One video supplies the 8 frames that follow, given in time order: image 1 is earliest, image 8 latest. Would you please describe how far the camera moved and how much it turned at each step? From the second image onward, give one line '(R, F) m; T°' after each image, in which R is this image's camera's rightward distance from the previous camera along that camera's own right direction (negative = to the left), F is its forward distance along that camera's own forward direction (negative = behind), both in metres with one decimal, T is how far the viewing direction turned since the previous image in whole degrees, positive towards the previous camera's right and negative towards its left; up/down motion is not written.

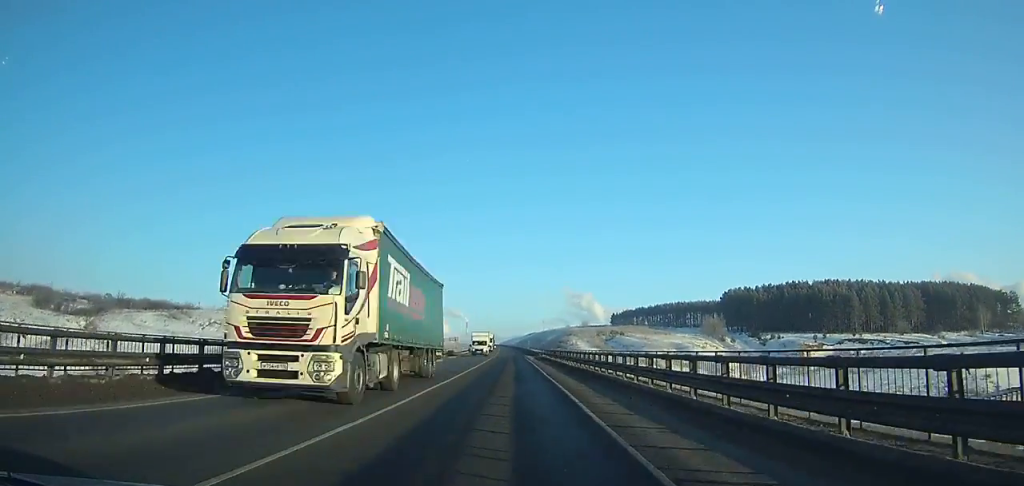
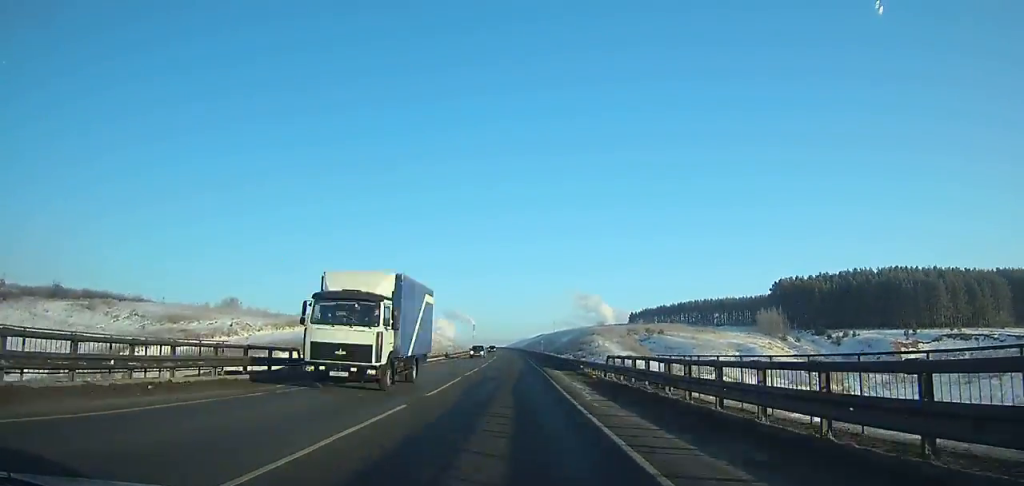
(-0.1, +48.9) m; -1°
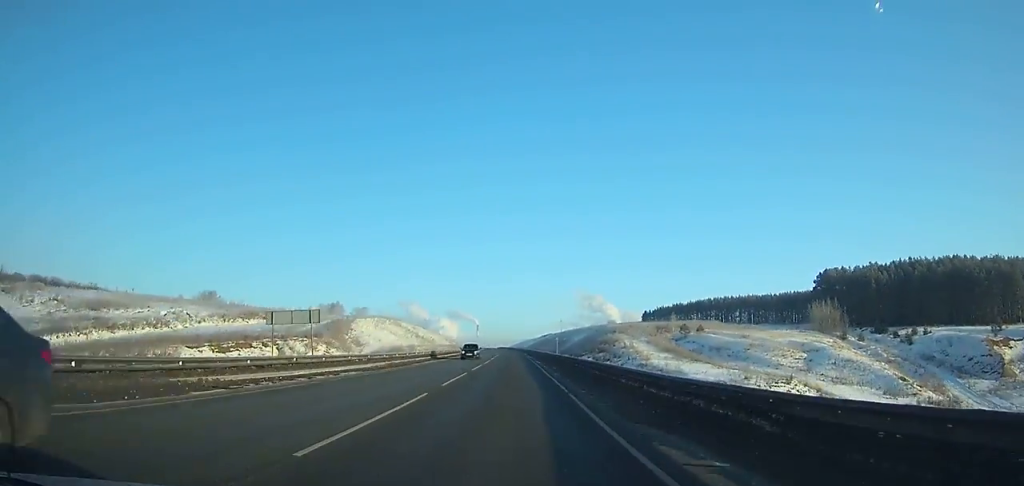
(-0.2, +34.3) m; 0°
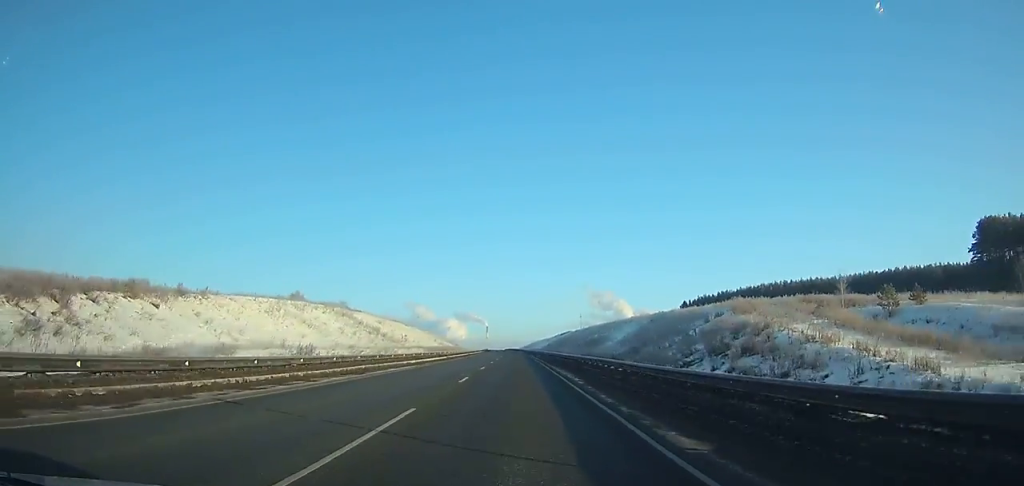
(-0.5, +75.4) m; -1°
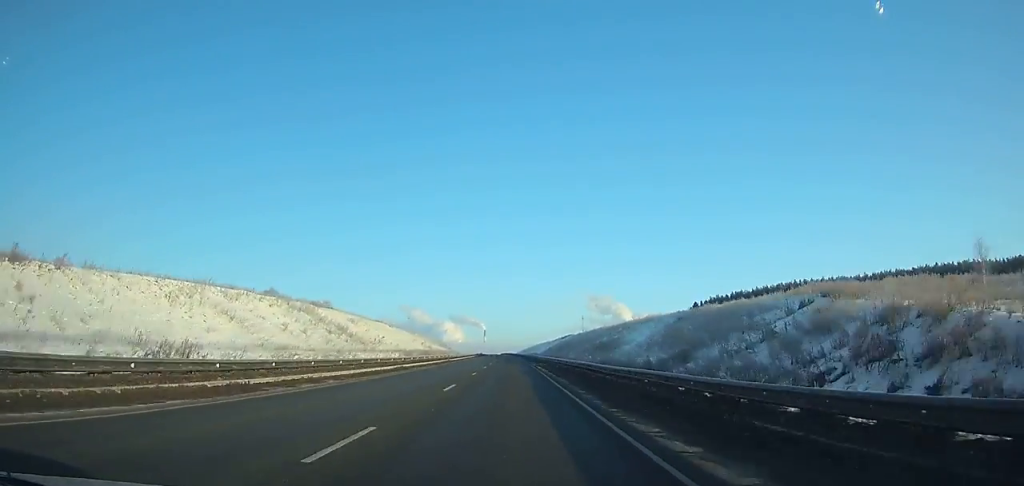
(+0.1, +26.0) m; 0°
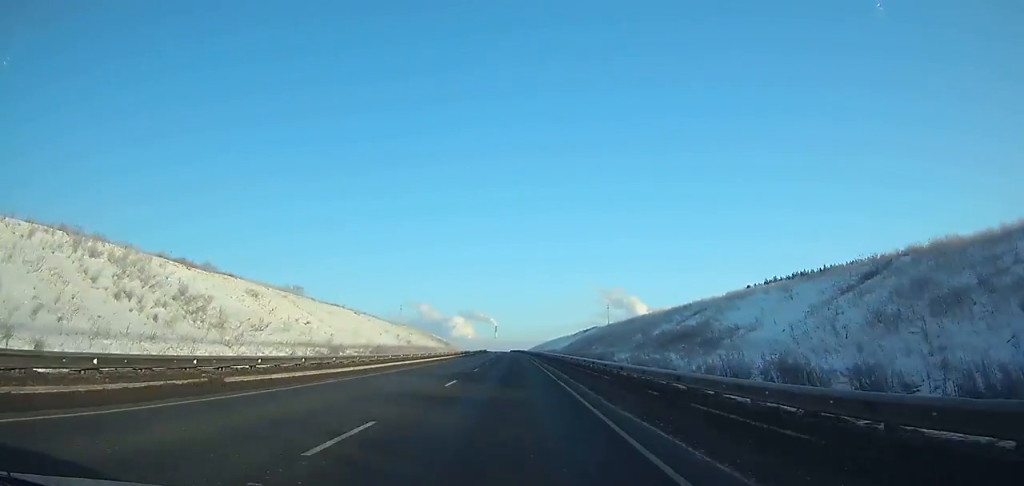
(-0.4, +61.2) m; -1°
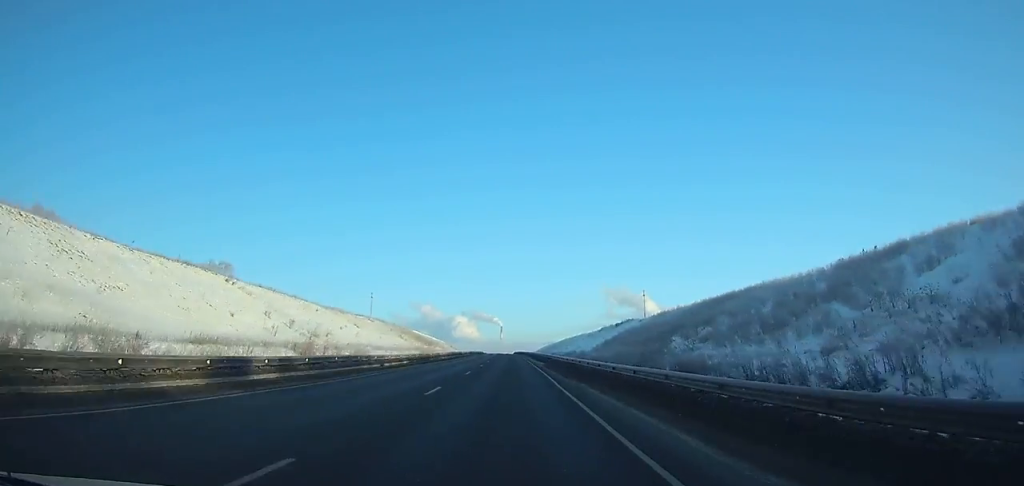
(-0.6, +75.1) m; -1°
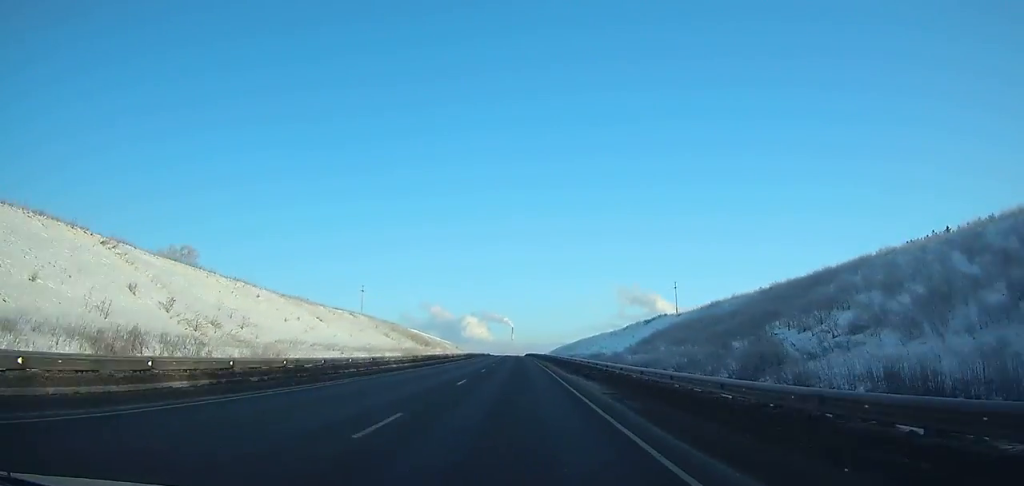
(-0.2, +31.1) m; 0°
